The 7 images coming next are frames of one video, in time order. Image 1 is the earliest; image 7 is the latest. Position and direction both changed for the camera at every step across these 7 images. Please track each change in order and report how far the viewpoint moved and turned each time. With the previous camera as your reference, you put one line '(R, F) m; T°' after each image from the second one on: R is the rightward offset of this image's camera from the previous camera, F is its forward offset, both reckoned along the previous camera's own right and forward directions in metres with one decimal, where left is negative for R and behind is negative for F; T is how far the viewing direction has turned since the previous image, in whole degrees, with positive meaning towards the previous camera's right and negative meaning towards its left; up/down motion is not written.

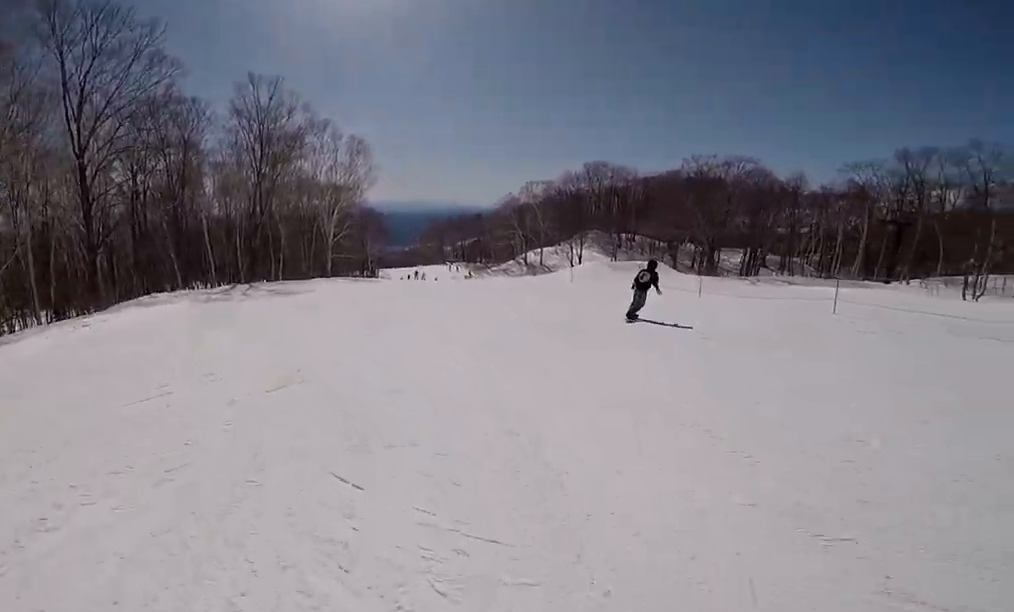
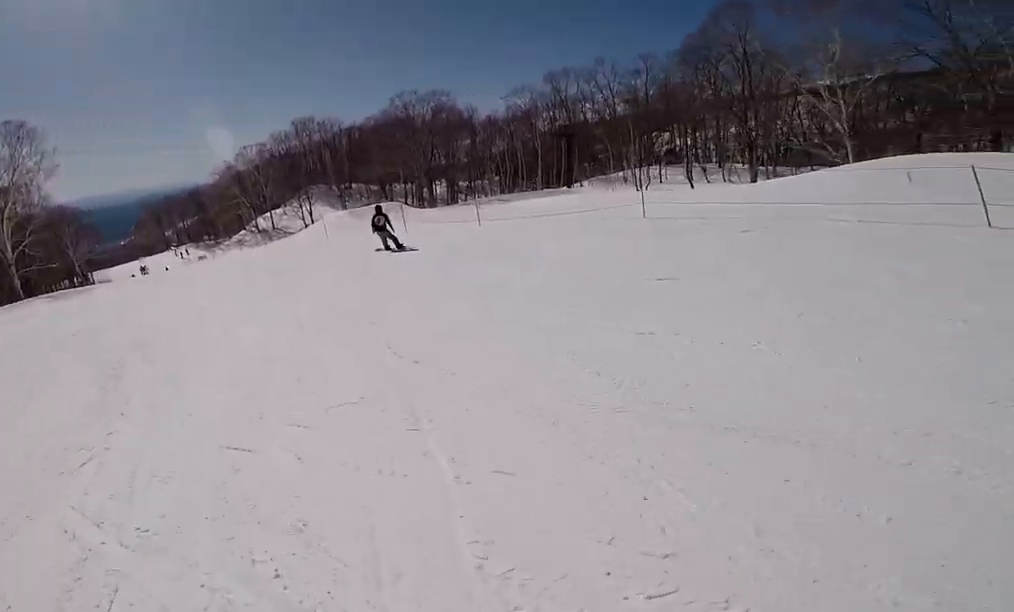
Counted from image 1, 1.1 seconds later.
(+0.5, +5.1) m; +5°
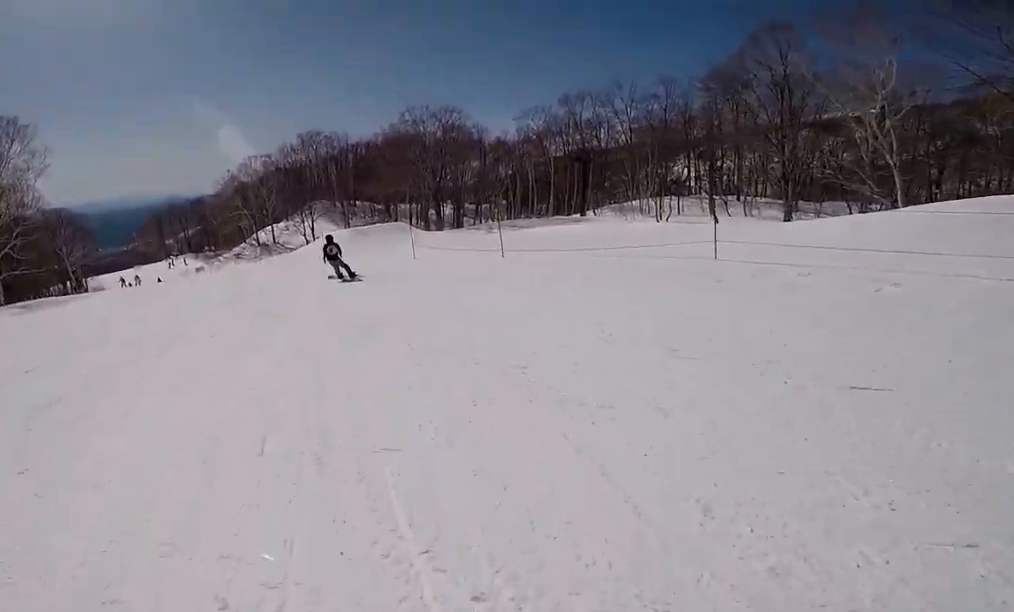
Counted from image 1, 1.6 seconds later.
(0.0, +2.8) m; -8°
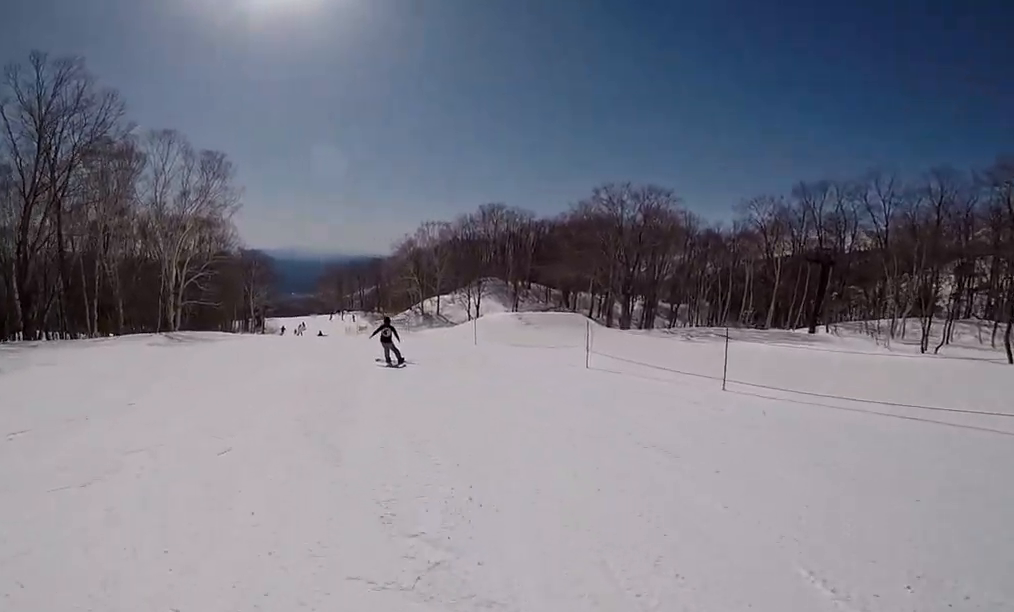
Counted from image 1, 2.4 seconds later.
(0.0, +3.6) m; -16°
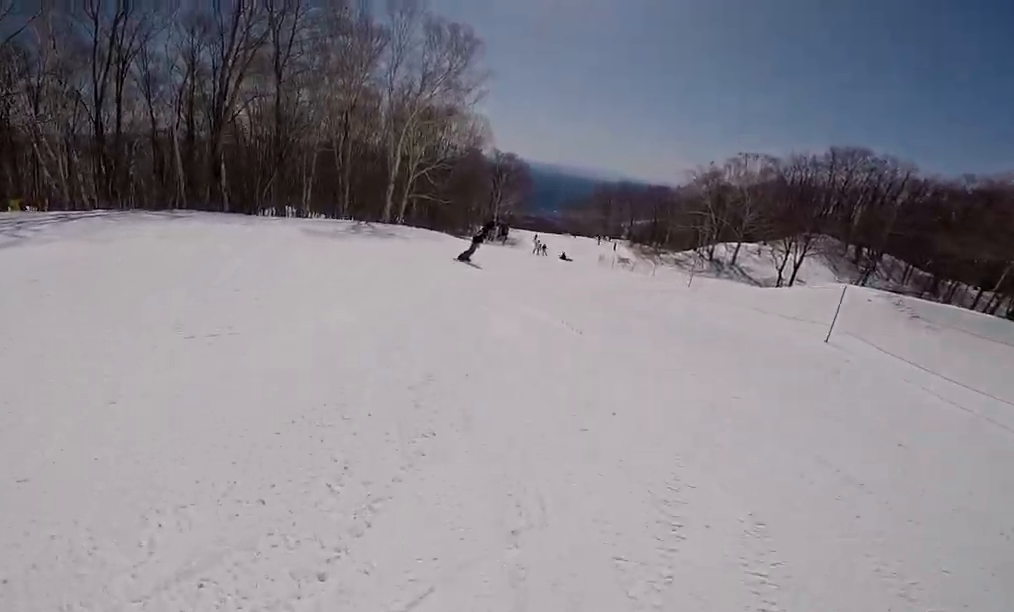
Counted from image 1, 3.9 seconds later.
(-3.0, +6.7) m; -26°
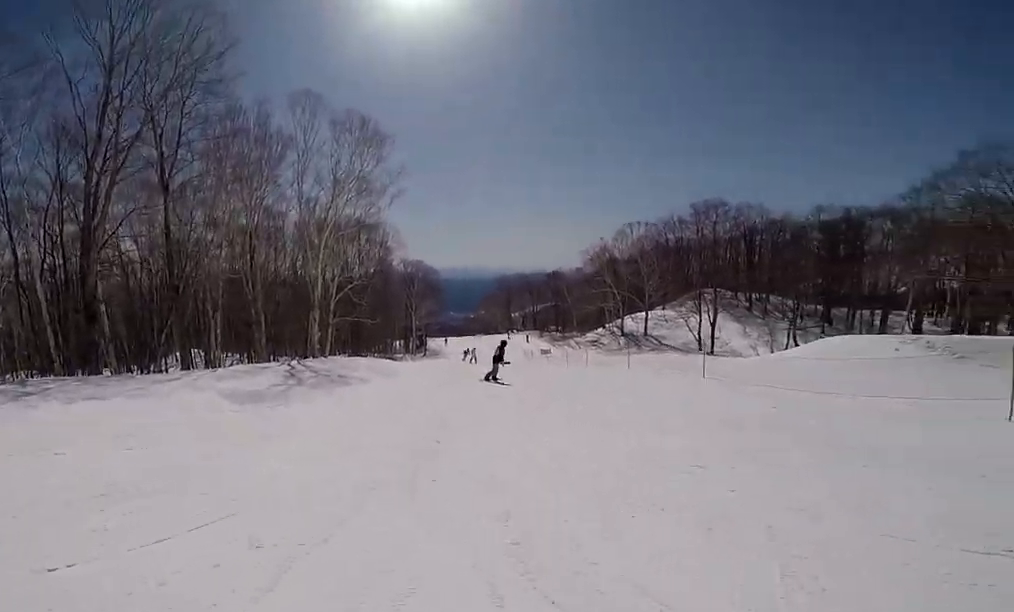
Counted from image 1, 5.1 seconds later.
(+0.4, +5.3) m; +12°
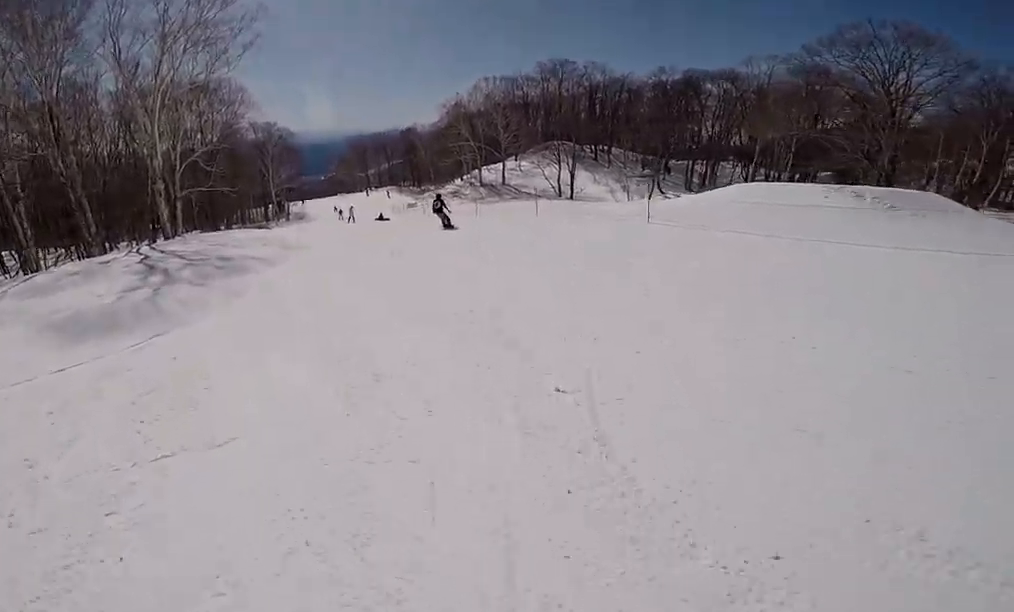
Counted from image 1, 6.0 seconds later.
(+0.4, +3.8) m; +27°
